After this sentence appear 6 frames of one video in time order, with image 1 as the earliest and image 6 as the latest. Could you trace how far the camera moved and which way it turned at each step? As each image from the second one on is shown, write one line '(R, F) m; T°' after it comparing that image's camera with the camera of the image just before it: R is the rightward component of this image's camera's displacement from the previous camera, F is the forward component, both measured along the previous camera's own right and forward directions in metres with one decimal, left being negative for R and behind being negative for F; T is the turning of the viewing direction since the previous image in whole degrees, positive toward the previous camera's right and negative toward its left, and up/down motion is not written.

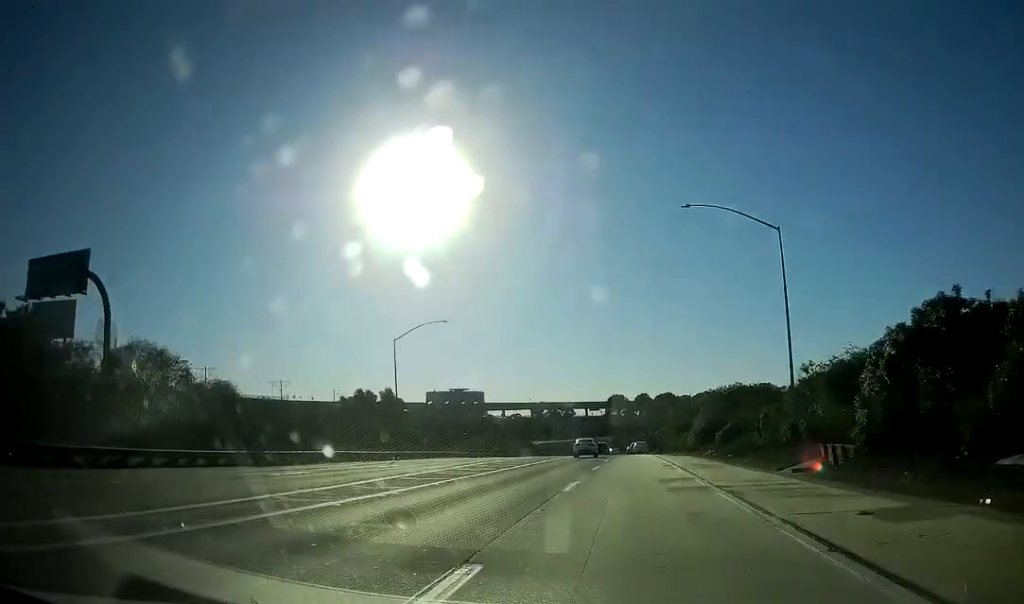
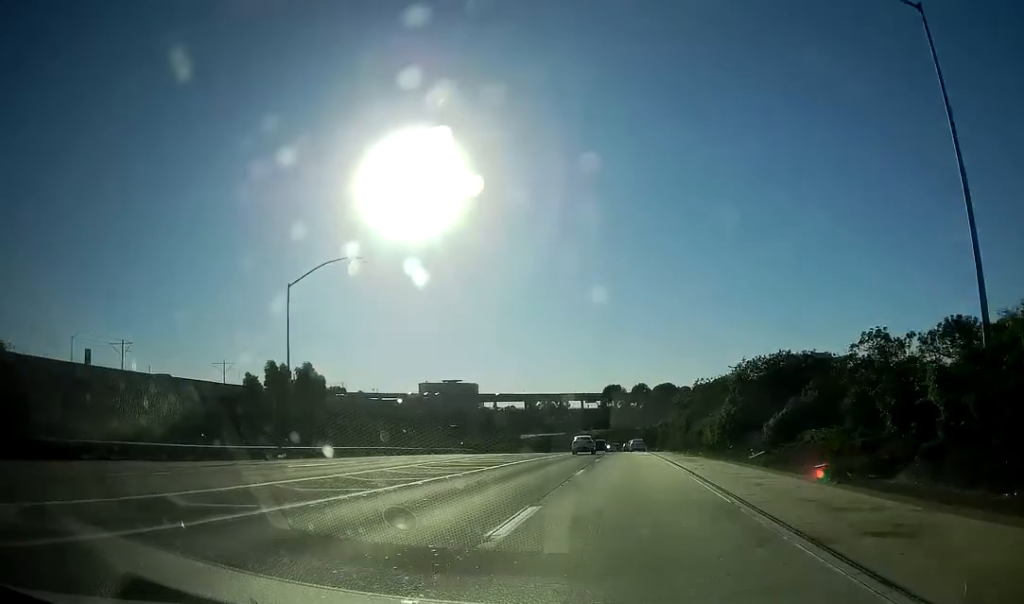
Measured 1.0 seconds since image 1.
(+0.1, +22.3) m; 0°
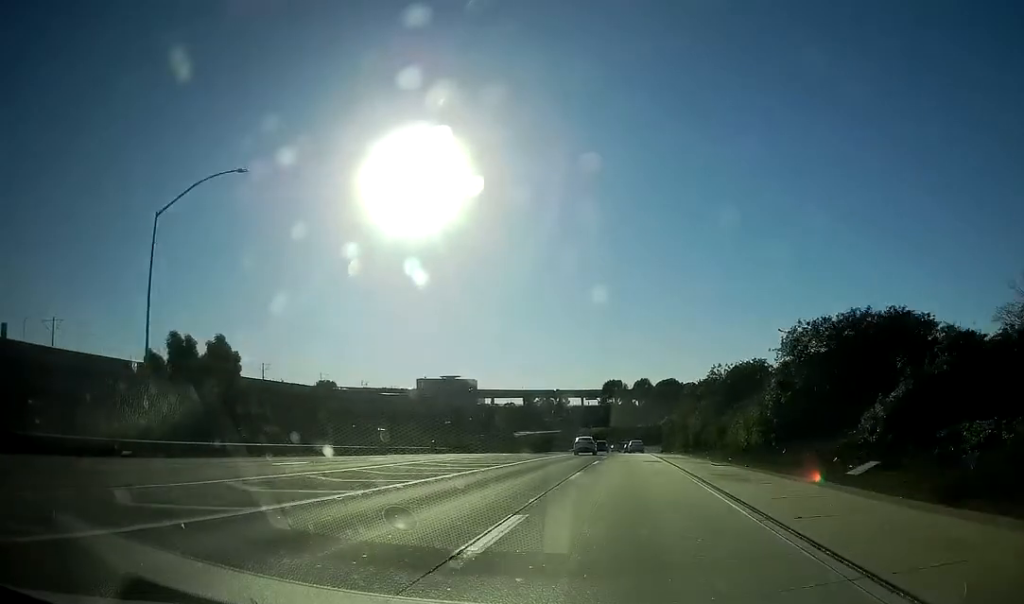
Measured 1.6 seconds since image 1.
(+0.1, +15.4) m; 0°
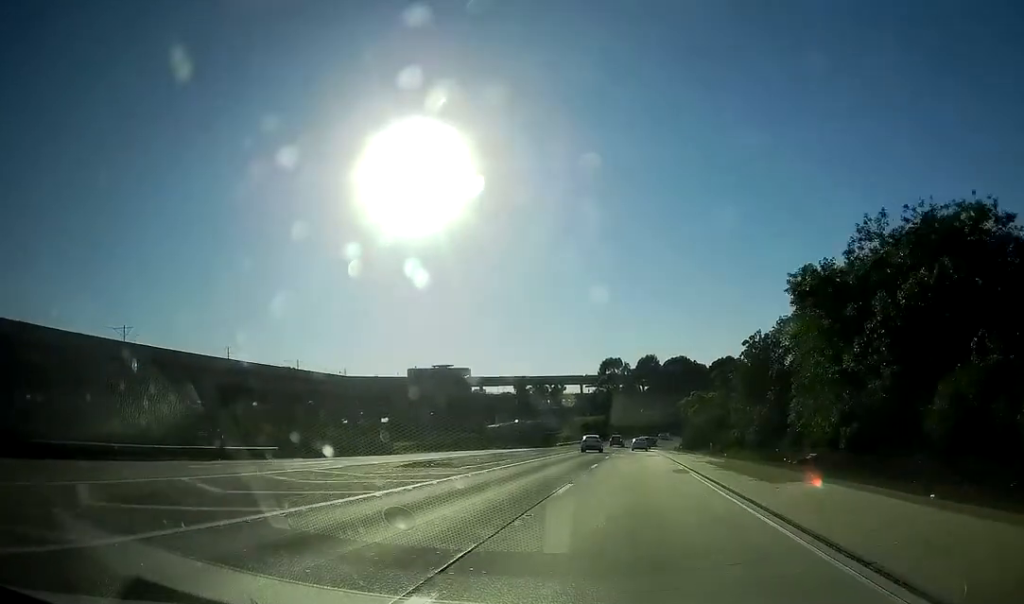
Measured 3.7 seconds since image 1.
(0.0, +49.1) m; 0°
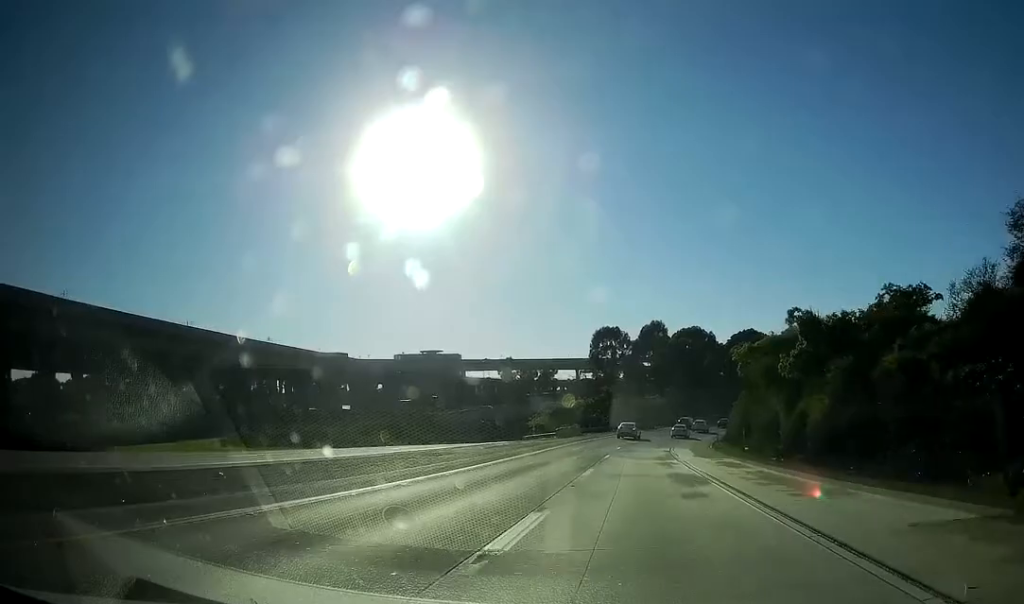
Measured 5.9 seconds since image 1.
(0.0, +52.2) m; 0°
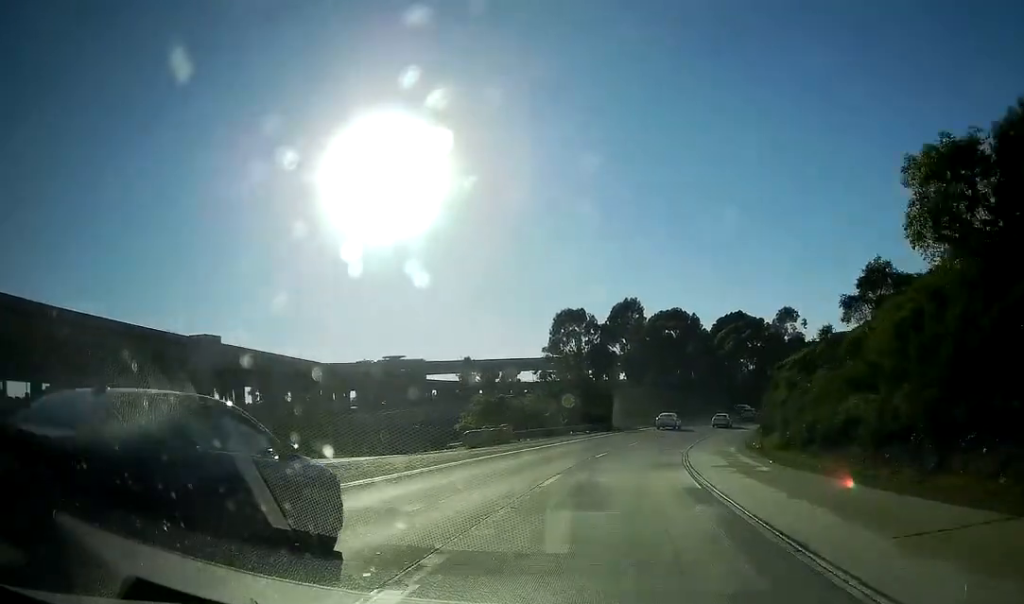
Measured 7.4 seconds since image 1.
(-0.2, +33.7) m; +1°
